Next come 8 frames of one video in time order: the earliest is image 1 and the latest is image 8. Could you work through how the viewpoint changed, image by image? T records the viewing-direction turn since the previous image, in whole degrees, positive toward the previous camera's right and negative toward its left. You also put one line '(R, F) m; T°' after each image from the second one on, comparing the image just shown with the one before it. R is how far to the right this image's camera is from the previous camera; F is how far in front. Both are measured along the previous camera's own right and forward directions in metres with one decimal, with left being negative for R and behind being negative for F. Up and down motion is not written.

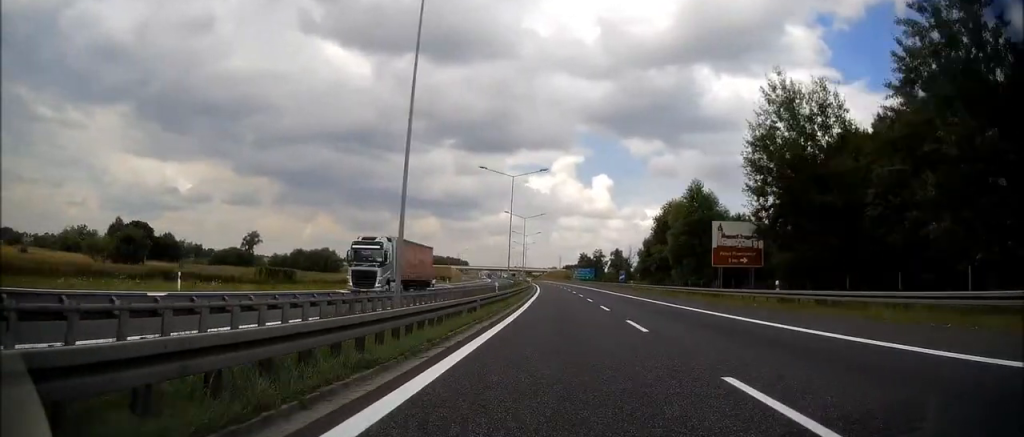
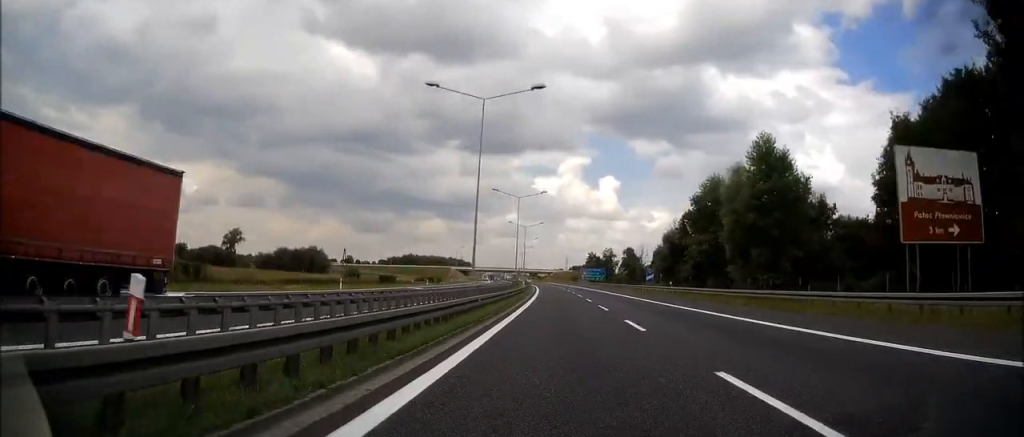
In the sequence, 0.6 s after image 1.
(-0.1, +23.5) m; -1°
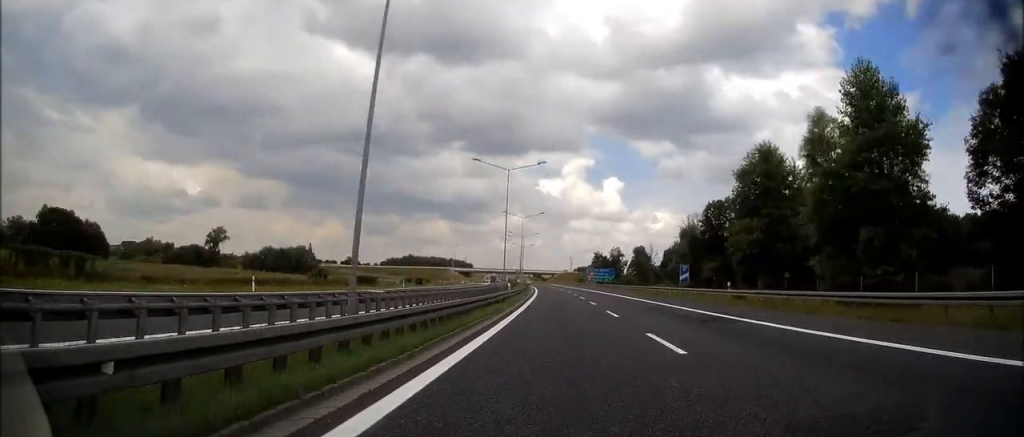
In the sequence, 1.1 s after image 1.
(0.0, +17.3) m; 0°
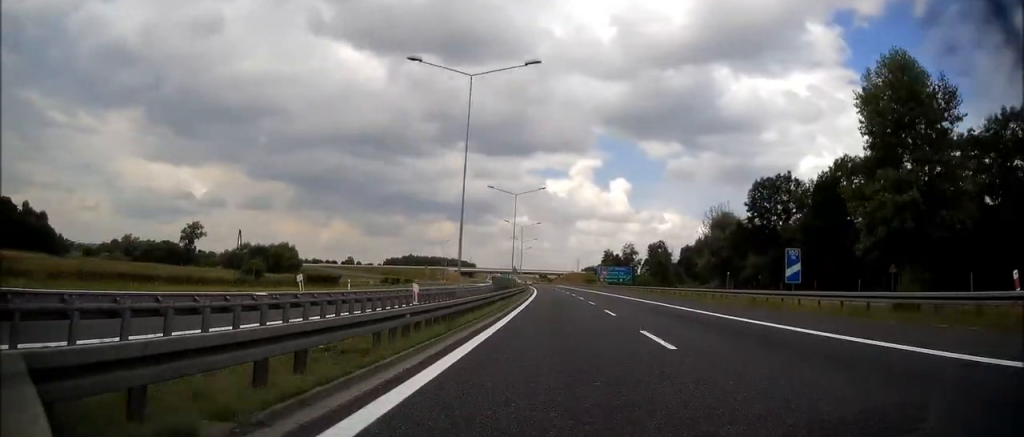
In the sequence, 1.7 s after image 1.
(-0.2, +23.5) m; -1°
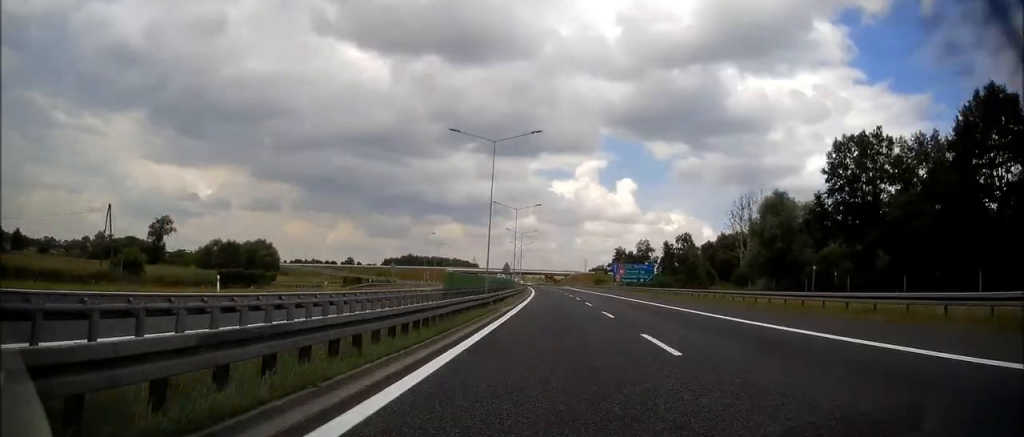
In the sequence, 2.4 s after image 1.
(-0.1, +24.7) m; -1°
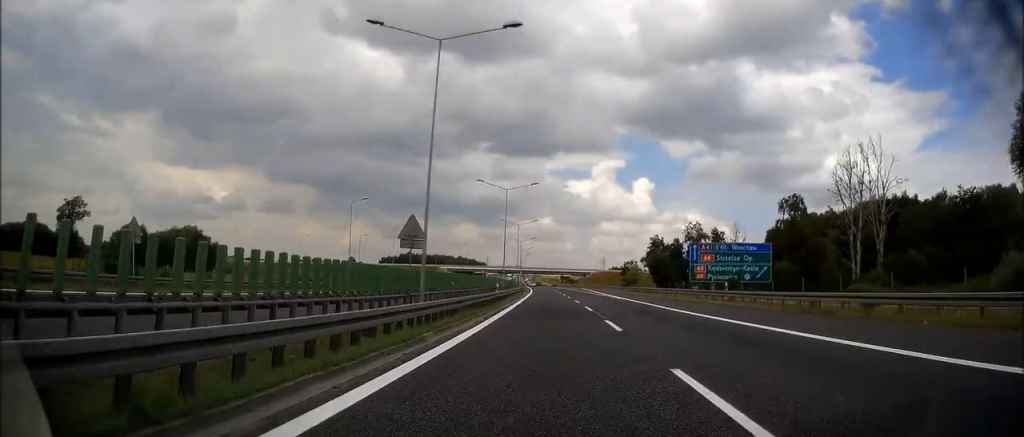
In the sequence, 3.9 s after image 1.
(-0.7, +54.3) m; -2°
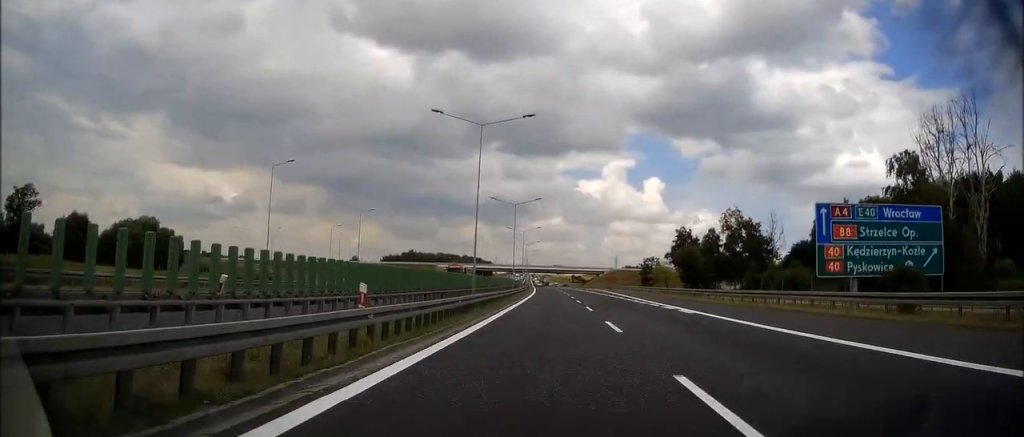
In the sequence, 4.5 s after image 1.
(-0.3, +24.7) m; -1°
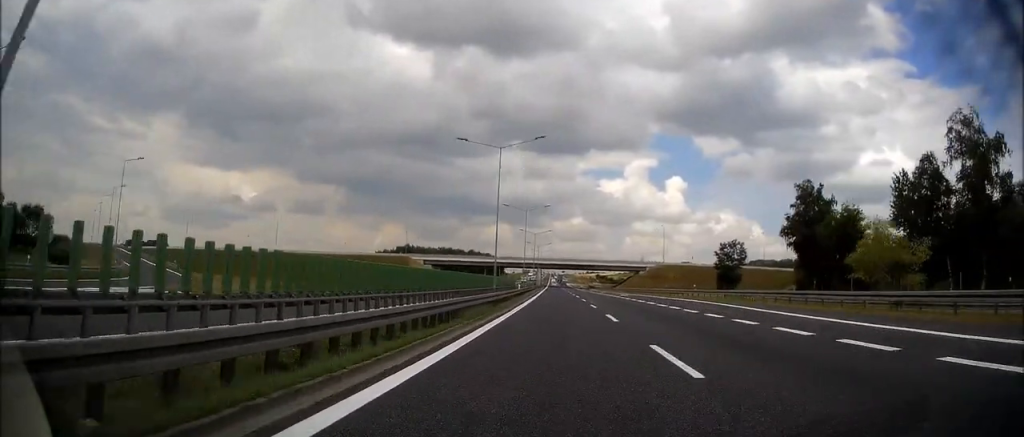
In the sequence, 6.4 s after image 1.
(-1.2, +68.0) m; -2°
